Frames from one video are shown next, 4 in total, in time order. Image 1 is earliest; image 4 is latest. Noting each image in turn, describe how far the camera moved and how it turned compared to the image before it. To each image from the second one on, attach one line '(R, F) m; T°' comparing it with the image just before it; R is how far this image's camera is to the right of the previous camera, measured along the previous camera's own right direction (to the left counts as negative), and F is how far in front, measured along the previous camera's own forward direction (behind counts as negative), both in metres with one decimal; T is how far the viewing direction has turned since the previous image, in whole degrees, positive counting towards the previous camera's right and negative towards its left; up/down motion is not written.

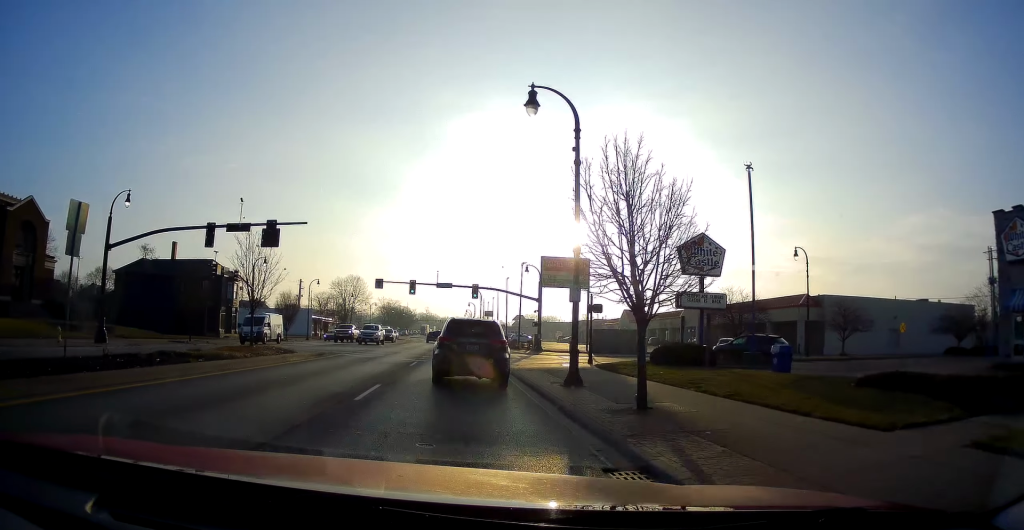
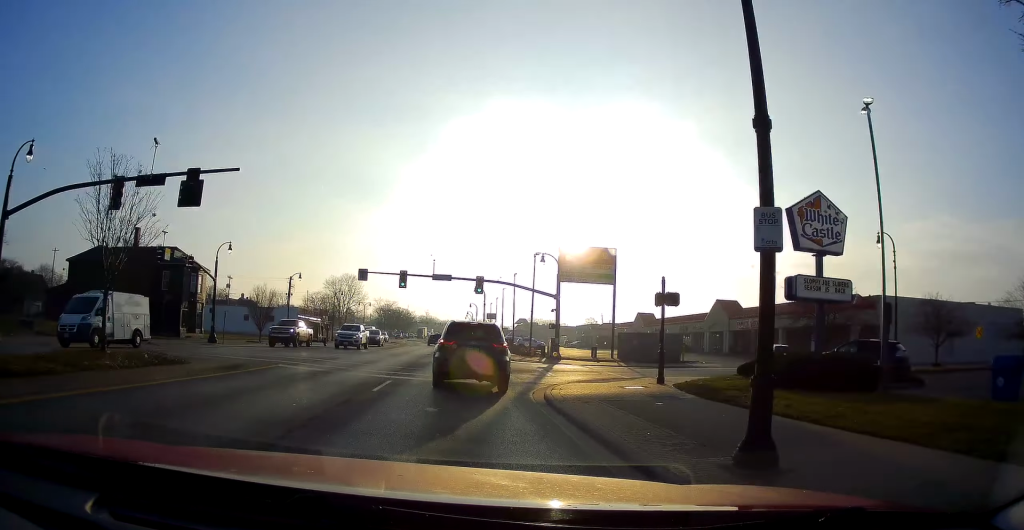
(-0.3, +9.9) m; 0°
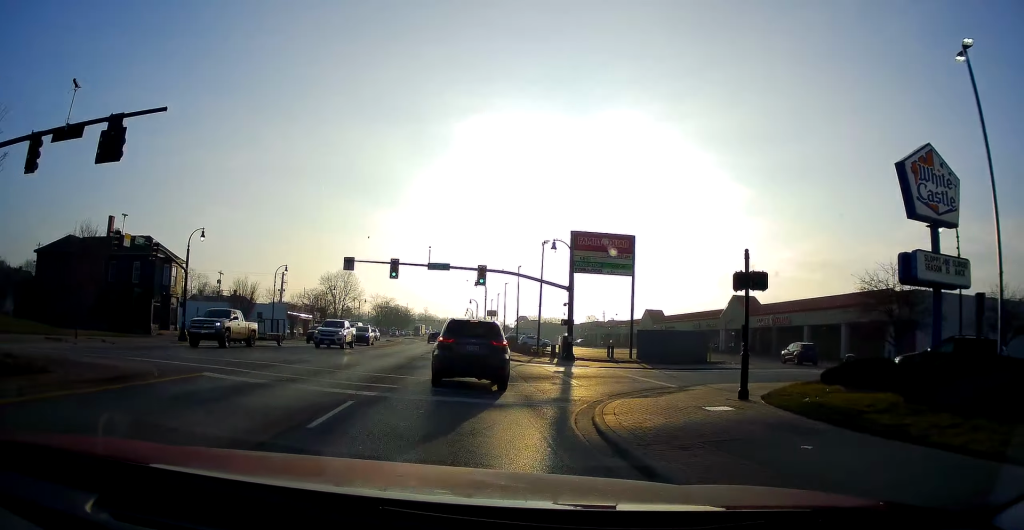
(+0.2, +5.6) m; +1°
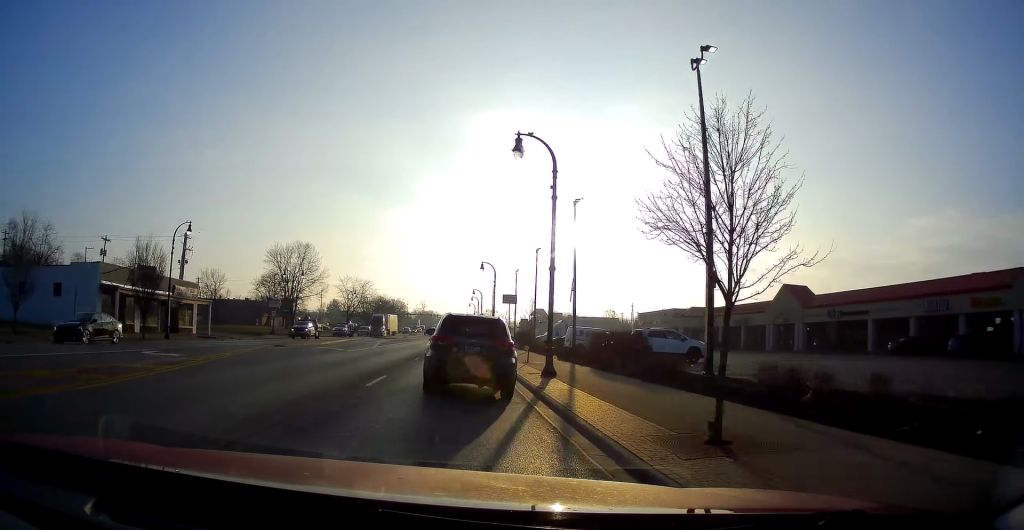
(+2.0, +51.2) m; 0°
